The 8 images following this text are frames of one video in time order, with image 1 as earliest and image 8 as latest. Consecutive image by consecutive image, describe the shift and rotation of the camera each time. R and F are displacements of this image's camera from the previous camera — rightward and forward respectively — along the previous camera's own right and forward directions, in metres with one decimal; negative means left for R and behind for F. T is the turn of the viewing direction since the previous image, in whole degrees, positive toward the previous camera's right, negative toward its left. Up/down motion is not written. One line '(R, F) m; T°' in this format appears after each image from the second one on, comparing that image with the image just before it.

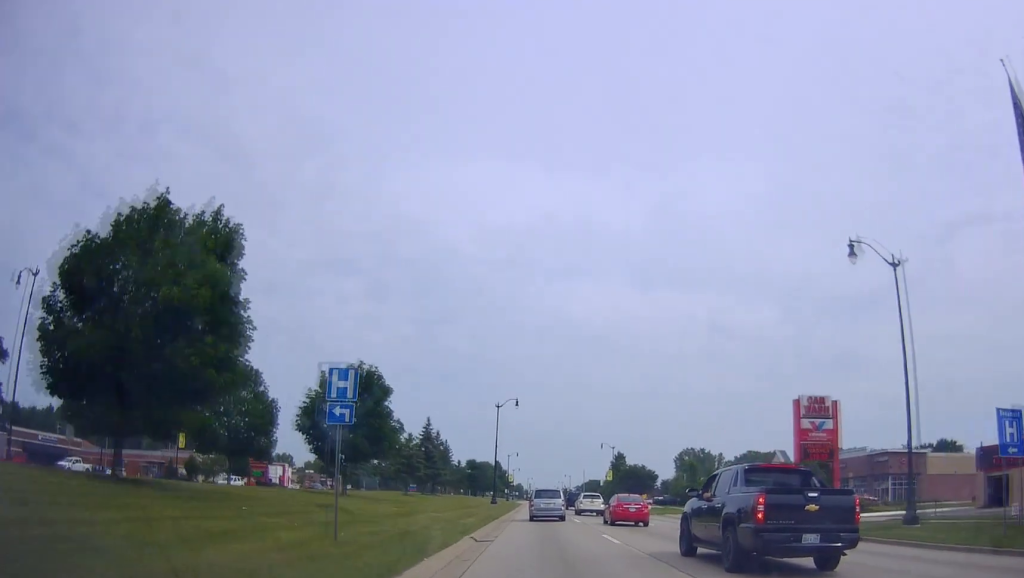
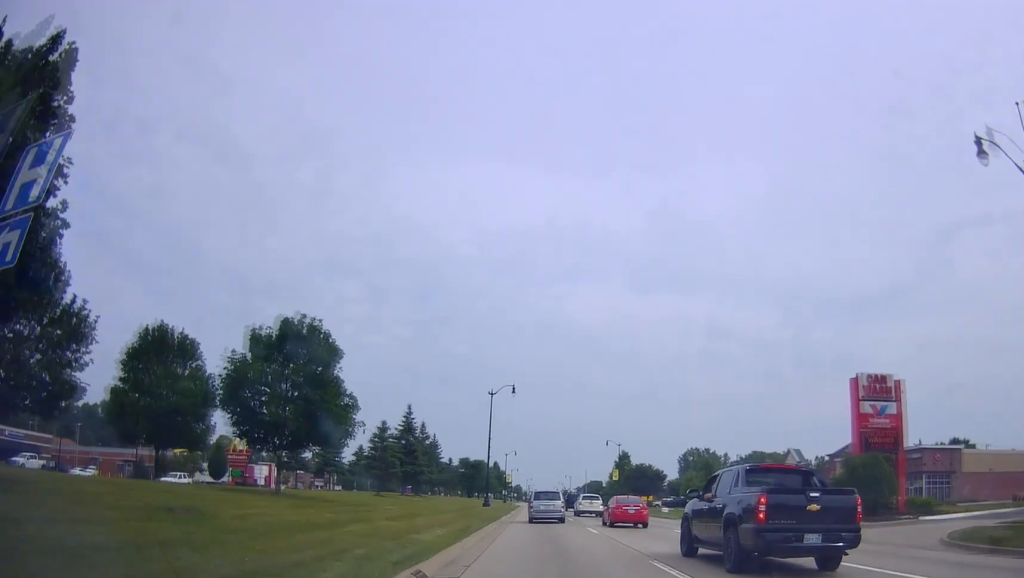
(-0.1, +9.1) m; 0°
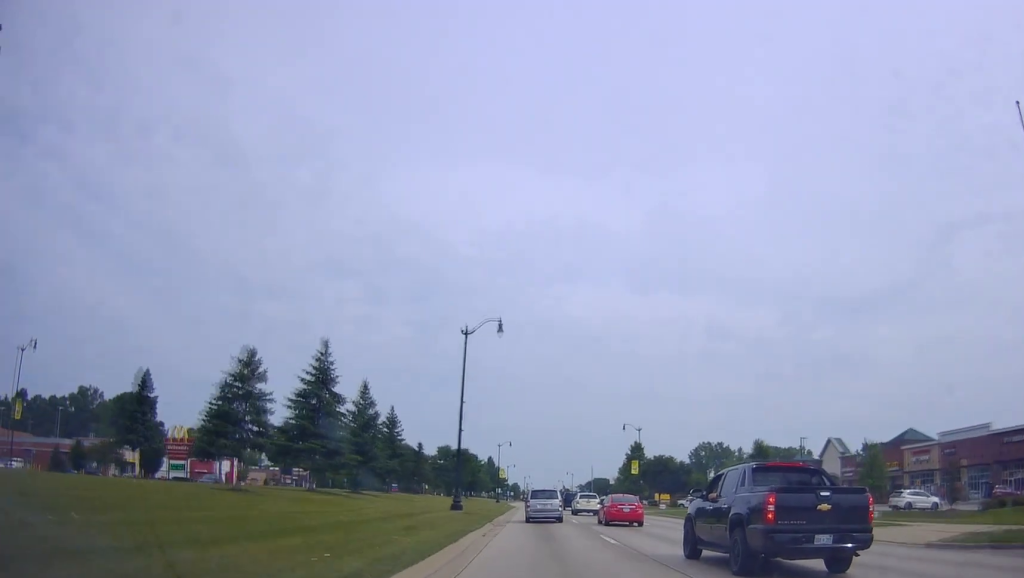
(+0.6, +21.5) m; +1°
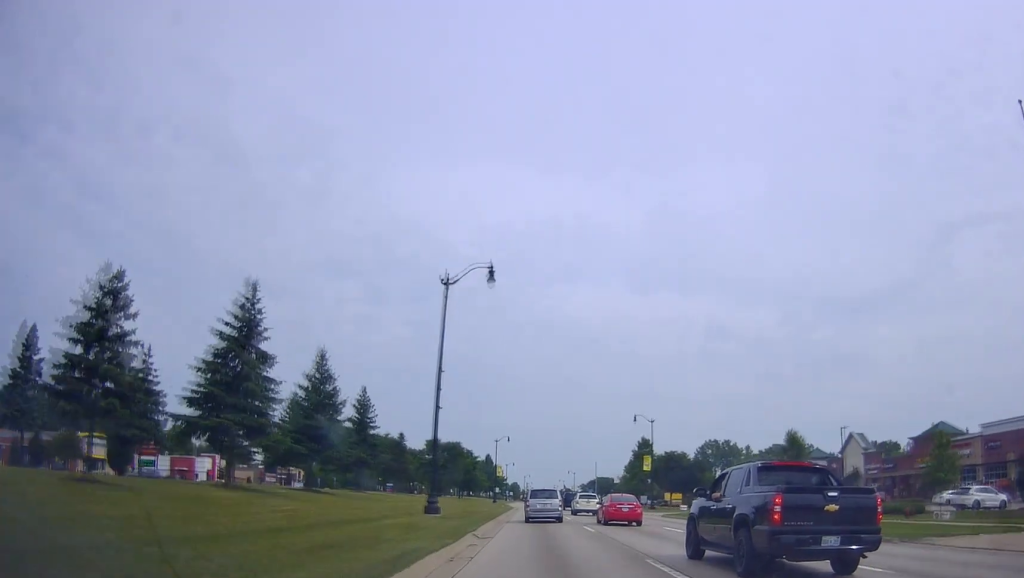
(-0.2, +9.1) m; 0°
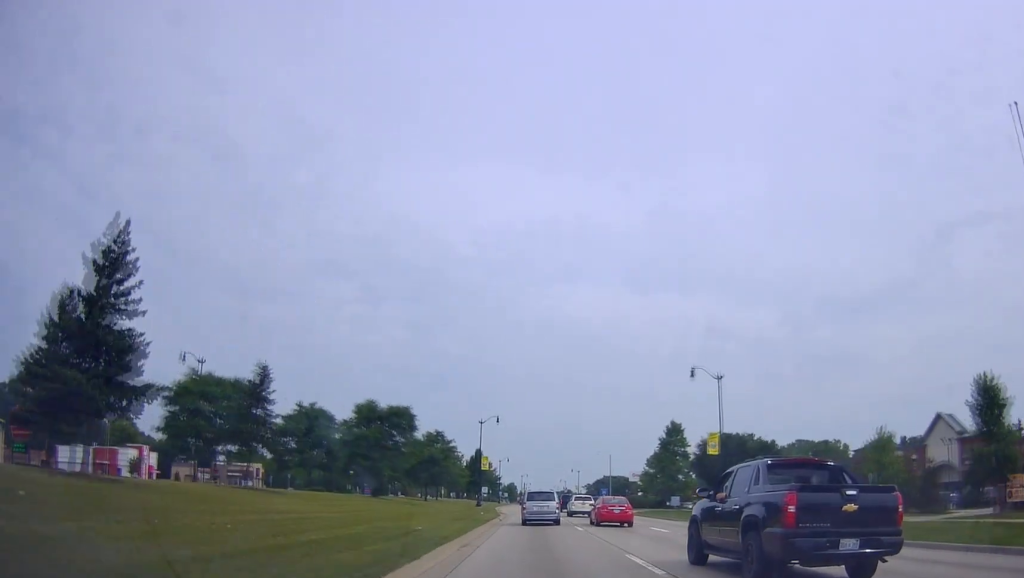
(0.0, +29.1) m; -1°
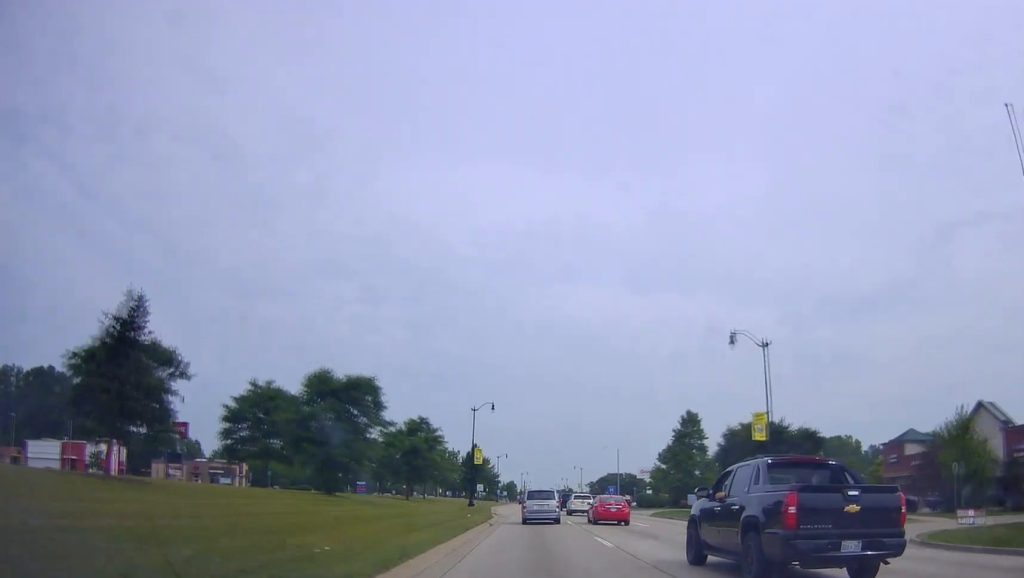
(-0.4, +10.1) m; 0°
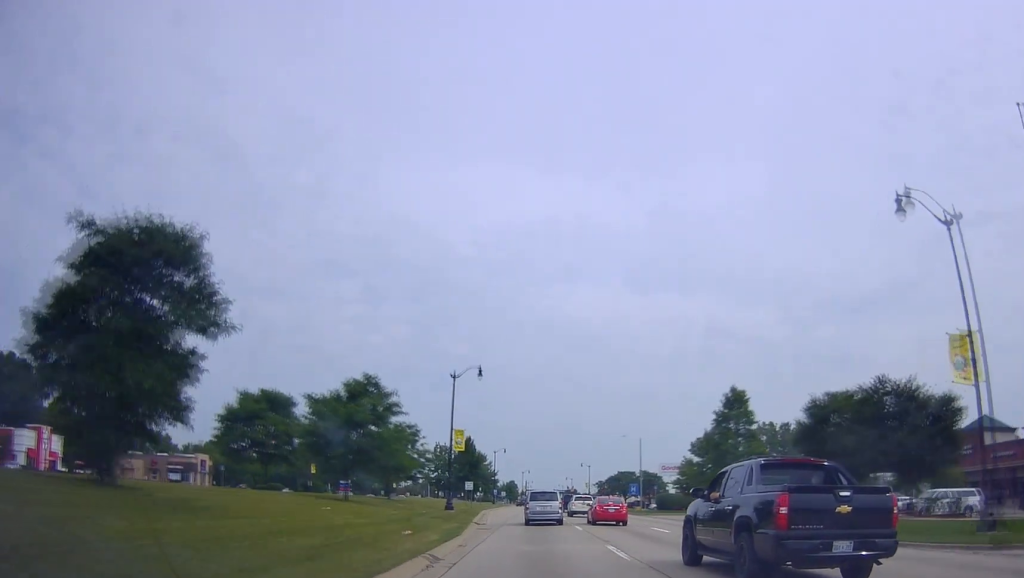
(+0.5, +19.7) m; +1°
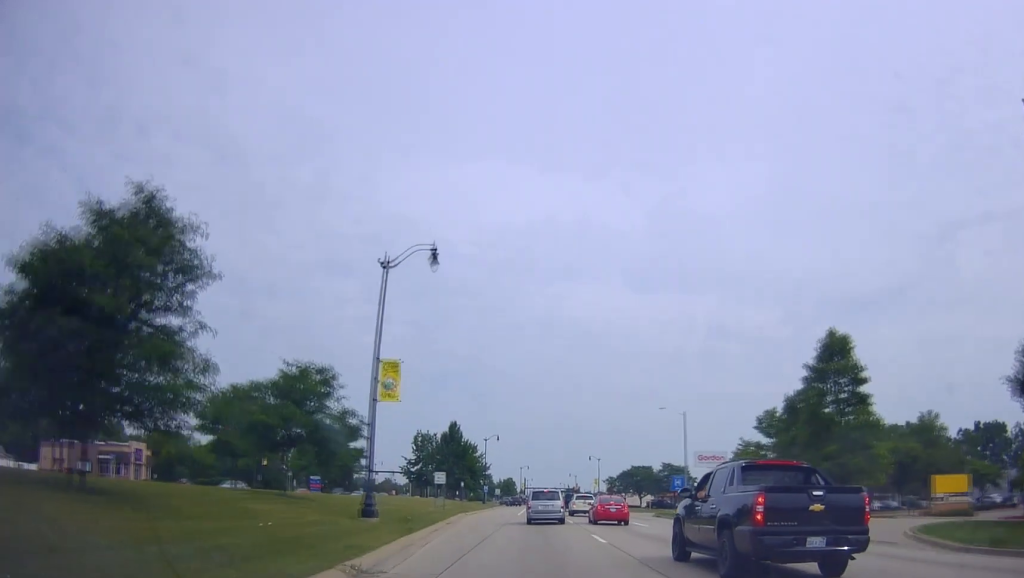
(-0.1, +24.9) m; 0°
